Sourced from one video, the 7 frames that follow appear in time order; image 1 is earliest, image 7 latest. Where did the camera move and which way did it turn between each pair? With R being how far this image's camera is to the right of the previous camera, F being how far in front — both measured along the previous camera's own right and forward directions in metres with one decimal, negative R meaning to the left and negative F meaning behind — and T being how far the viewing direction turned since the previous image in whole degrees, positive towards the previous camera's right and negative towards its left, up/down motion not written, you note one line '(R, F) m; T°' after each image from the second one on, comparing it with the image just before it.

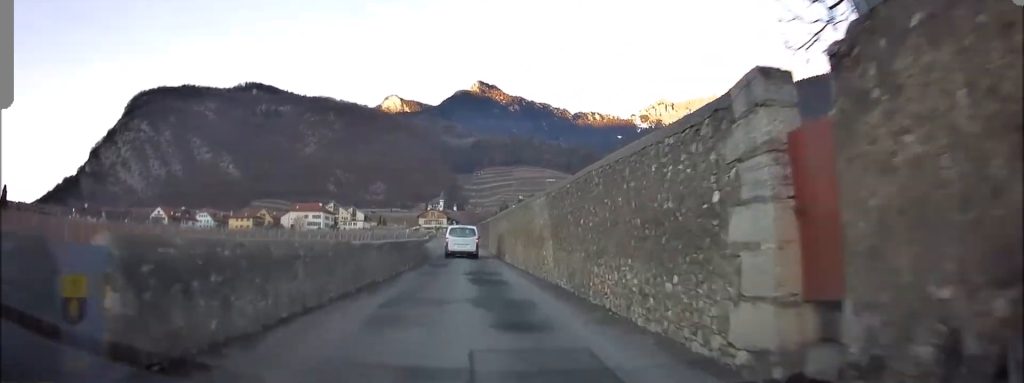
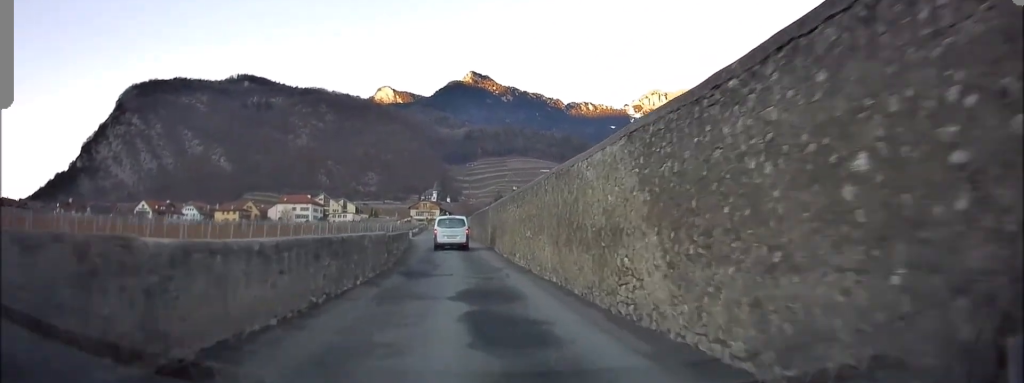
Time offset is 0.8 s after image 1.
(+0.2, +8.1) m; +1°
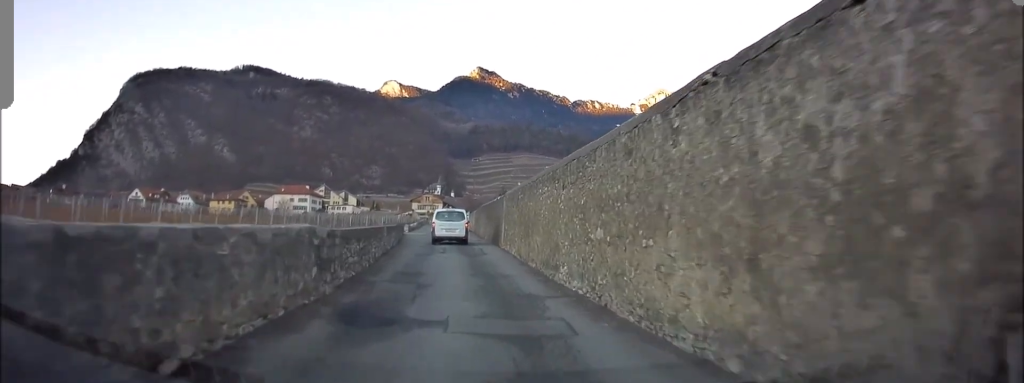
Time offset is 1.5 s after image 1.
(0.0, +8.0) m; 0°
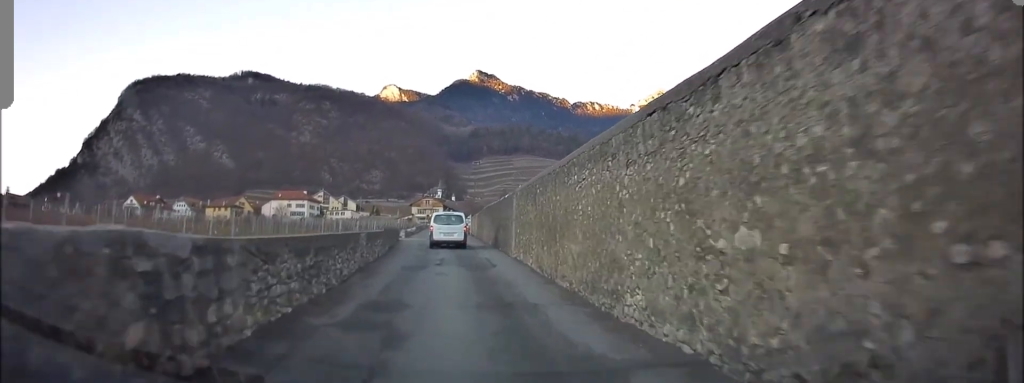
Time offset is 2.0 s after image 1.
(0.0, +5.2) m; -1°
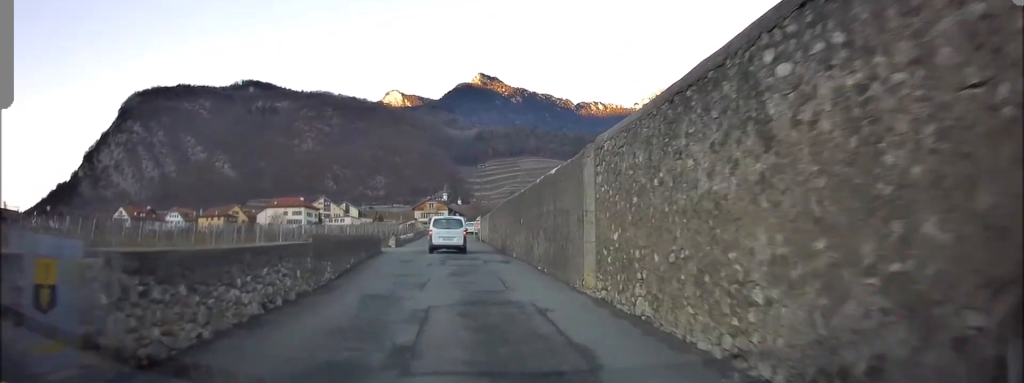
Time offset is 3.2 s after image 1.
(-0.2, +13.4) m; -1°
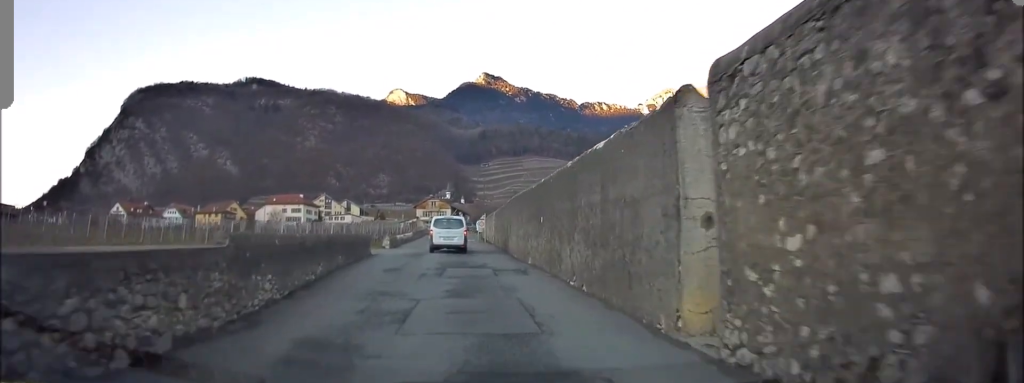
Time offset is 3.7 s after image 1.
(0.0, +4.8) m; 0°
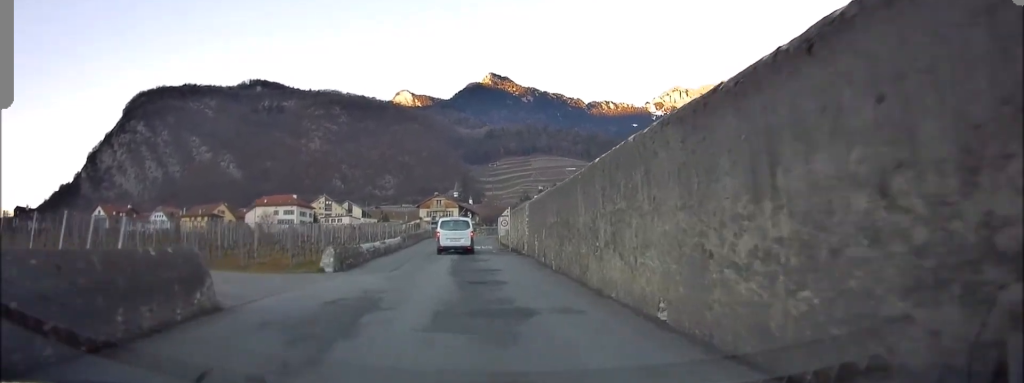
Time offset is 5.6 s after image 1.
(+0.1, +18.5) m; 0°
